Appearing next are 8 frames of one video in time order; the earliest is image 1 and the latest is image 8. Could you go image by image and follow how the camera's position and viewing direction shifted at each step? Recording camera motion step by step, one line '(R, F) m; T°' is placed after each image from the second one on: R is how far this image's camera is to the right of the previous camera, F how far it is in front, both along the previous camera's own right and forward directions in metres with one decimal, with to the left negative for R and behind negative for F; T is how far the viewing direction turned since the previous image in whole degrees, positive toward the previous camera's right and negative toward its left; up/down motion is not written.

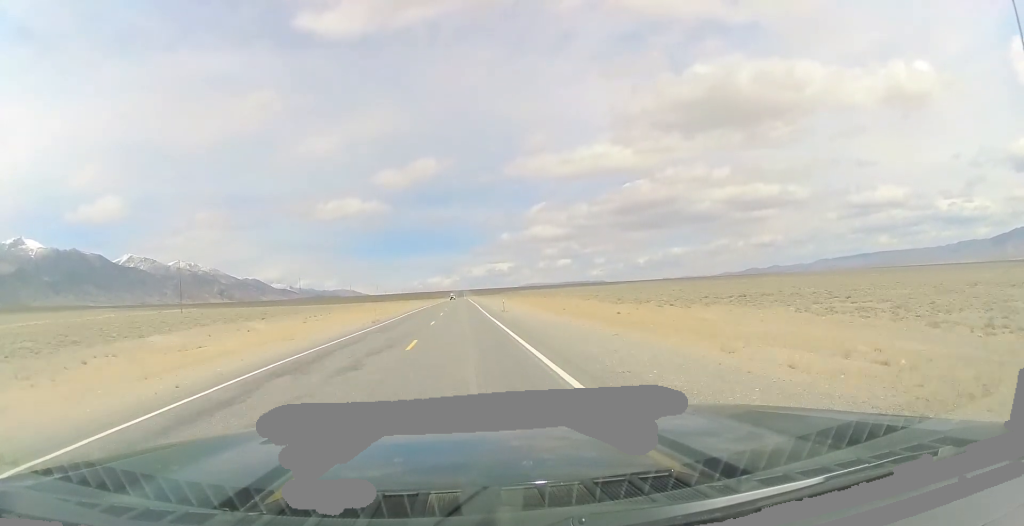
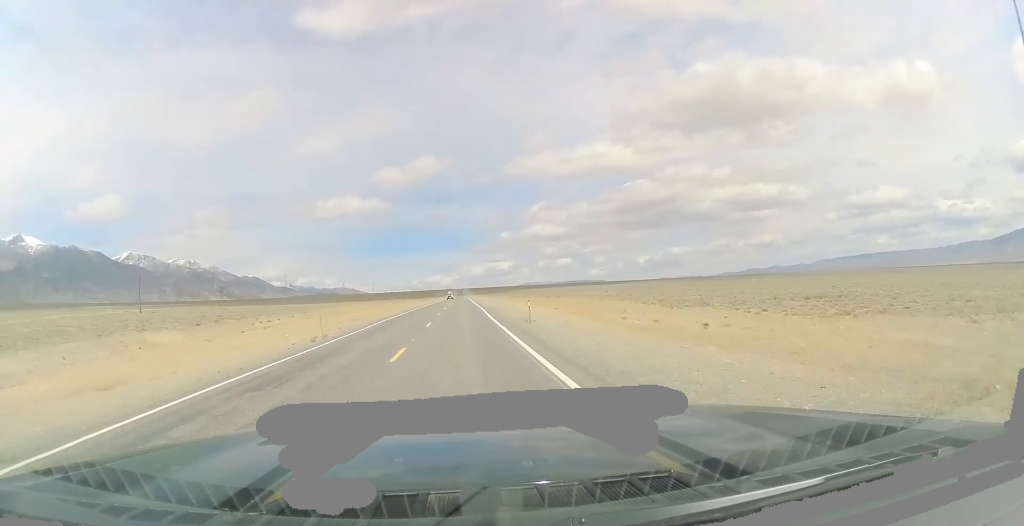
(+0.1, +16.6) m; -1°
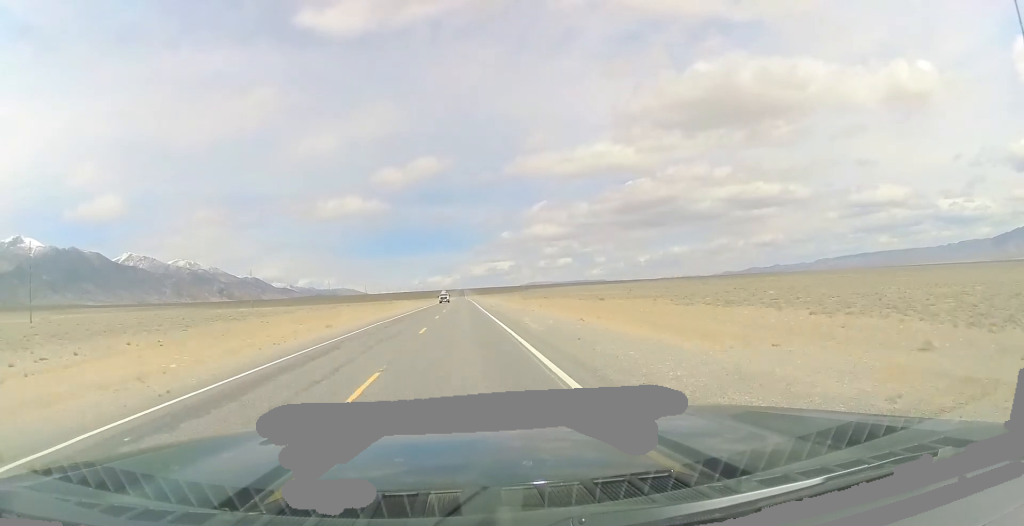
(-0.5, +32.1) m; 0°
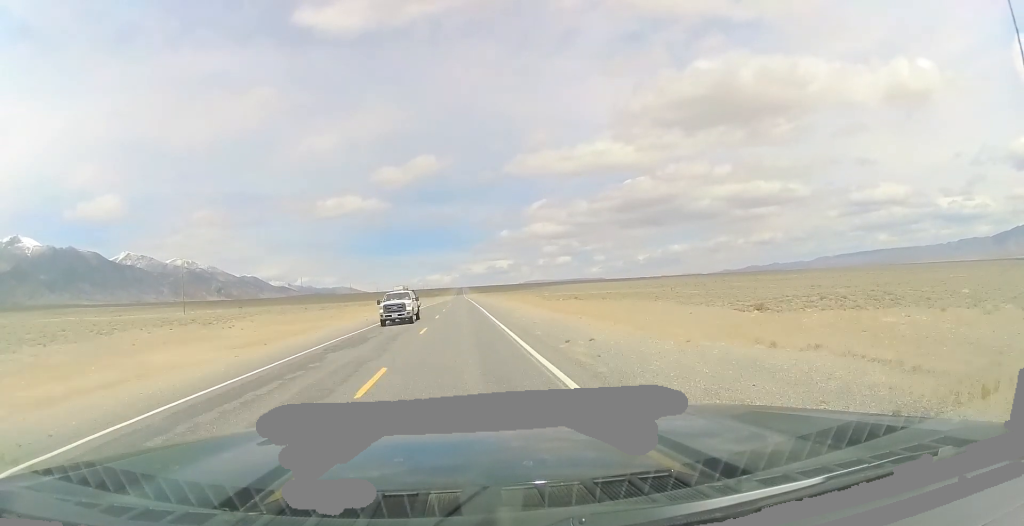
(+0.5, +40.5) m; +1°
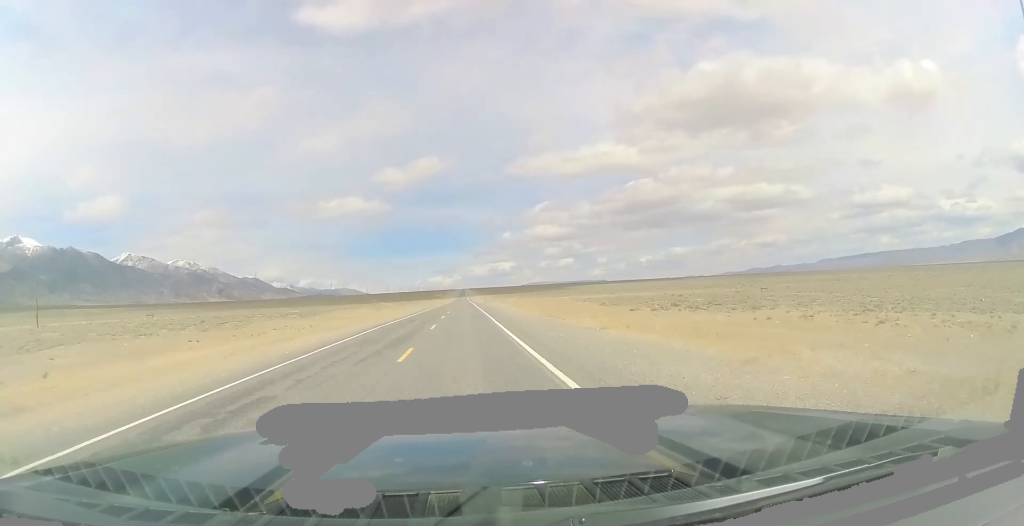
(-0.3, +49.0) m; 0°
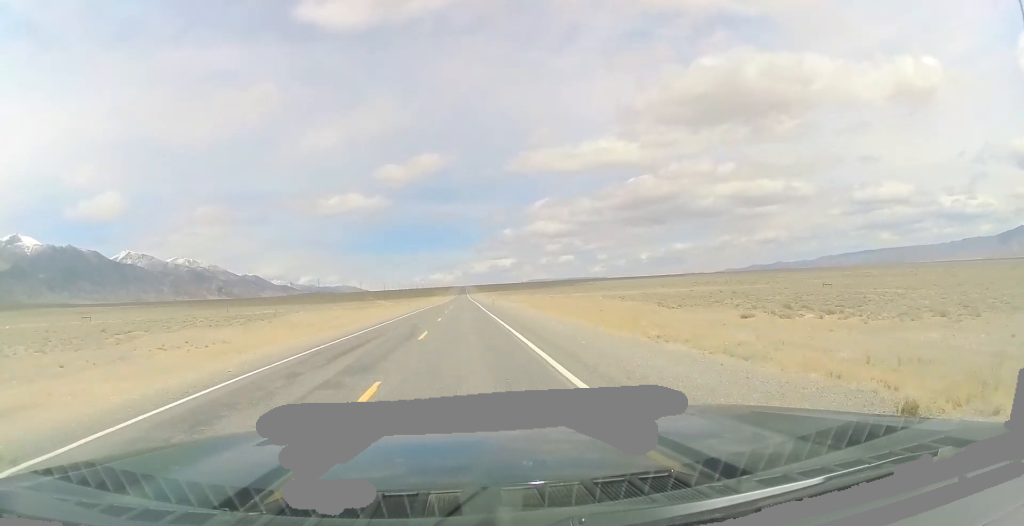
(0.0, +21.5) m; 0°
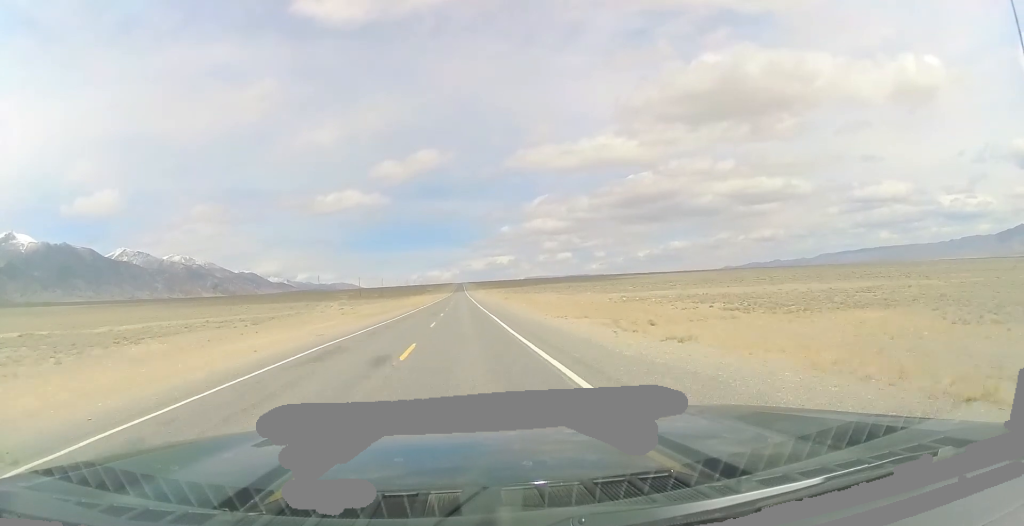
(-0.6, +88.2) m; 0°
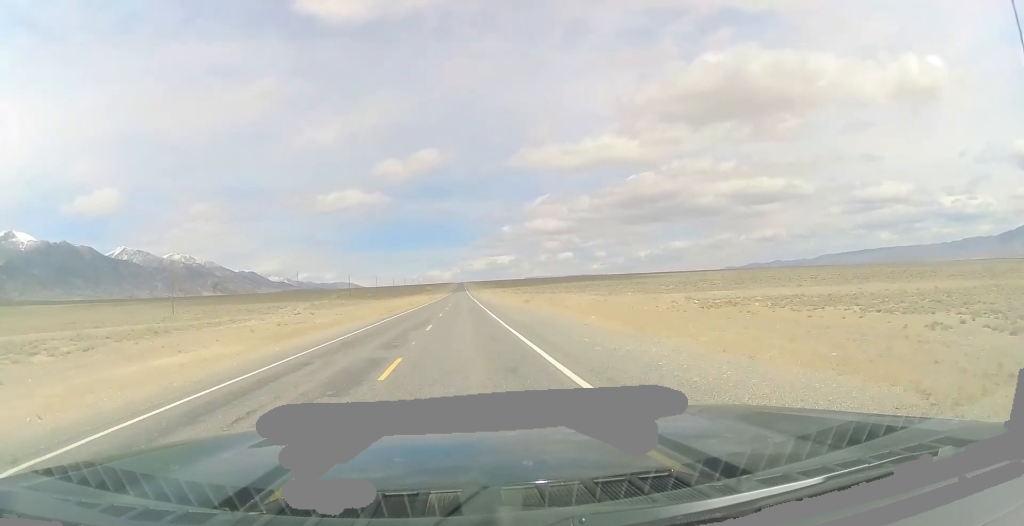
(+0.3, +30.8) m; 0°
